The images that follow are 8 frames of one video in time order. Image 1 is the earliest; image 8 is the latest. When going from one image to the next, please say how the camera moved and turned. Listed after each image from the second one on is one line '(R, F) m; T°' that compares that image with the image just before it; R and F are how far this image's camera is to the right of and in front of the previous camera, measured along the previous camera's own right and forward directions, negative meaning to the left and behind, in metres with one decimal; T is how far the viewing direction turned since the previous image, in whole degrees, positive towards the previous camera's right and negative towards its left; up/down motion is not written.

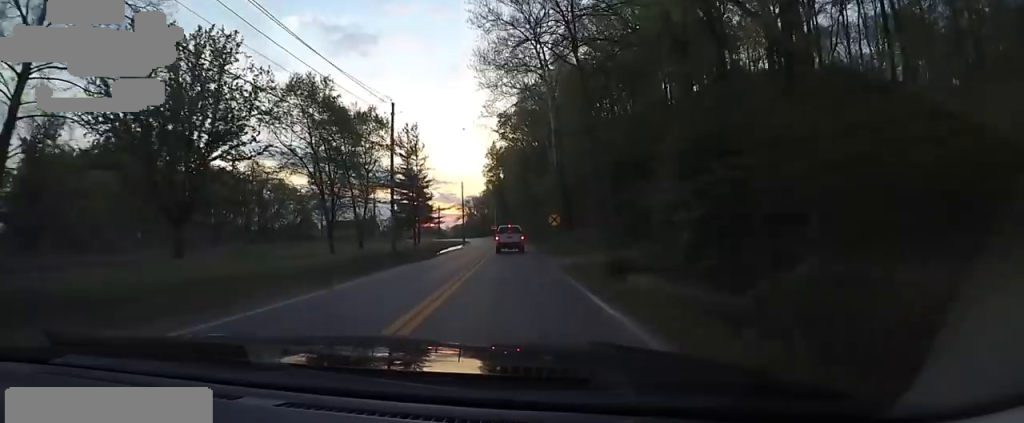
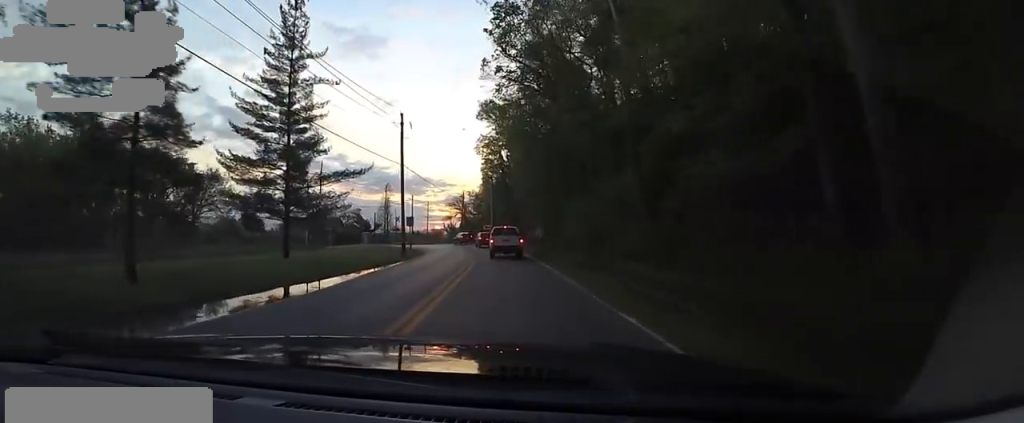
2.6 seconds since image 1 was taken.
(-0.1, +44.3) m; -1°
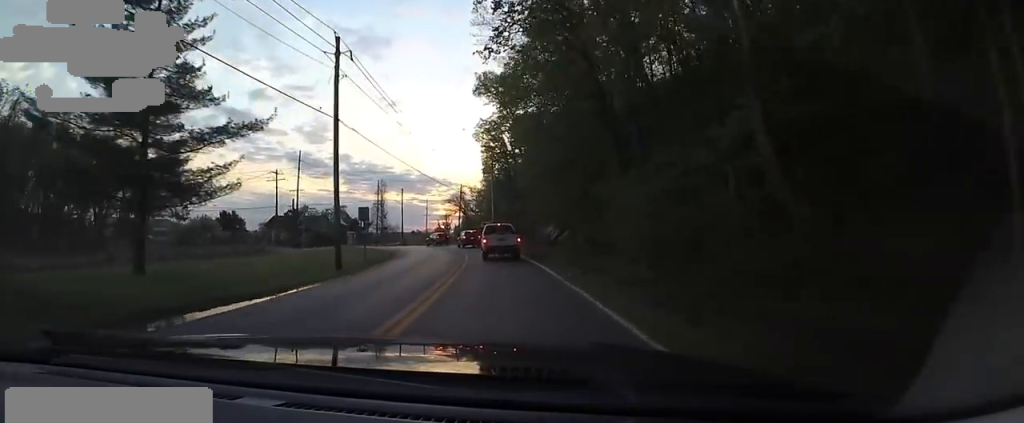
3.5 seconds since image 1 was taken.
(-0.1, +12.8) m; -1°
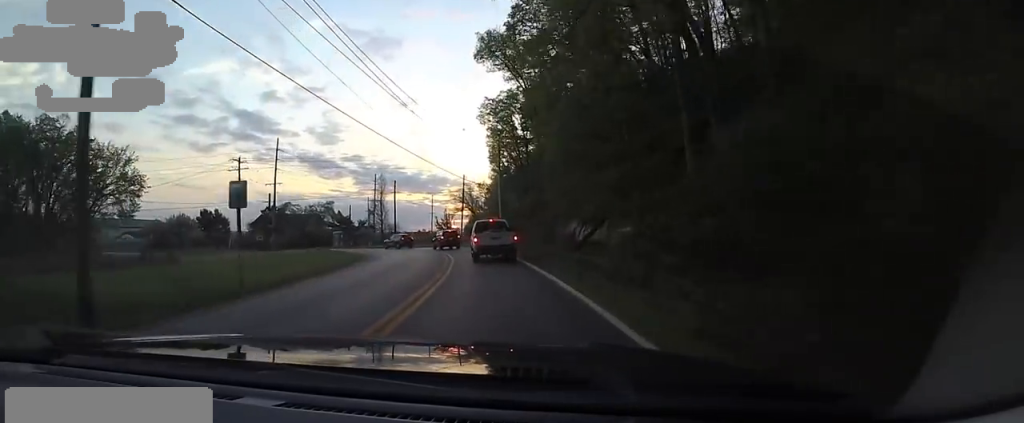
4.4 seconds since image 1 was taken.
(+0.1, +13.2) m; -2°
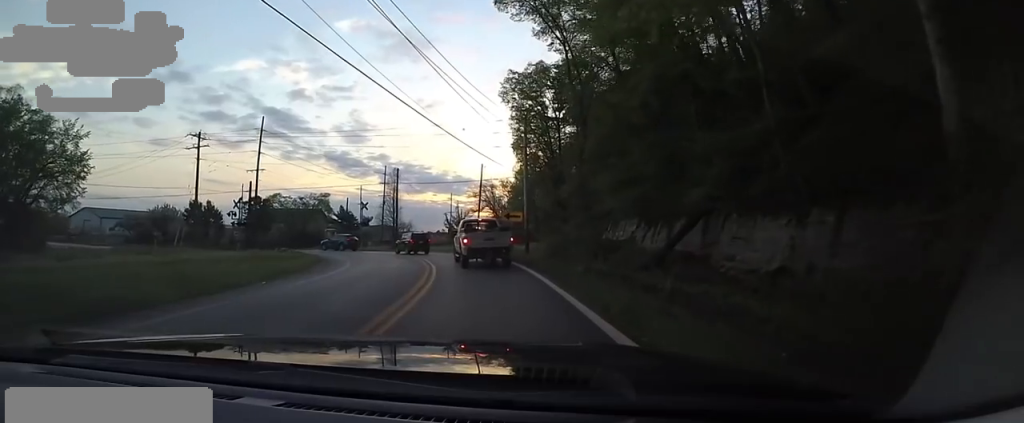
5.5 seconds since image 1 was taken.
(-0.6, +13.7) m; -2°
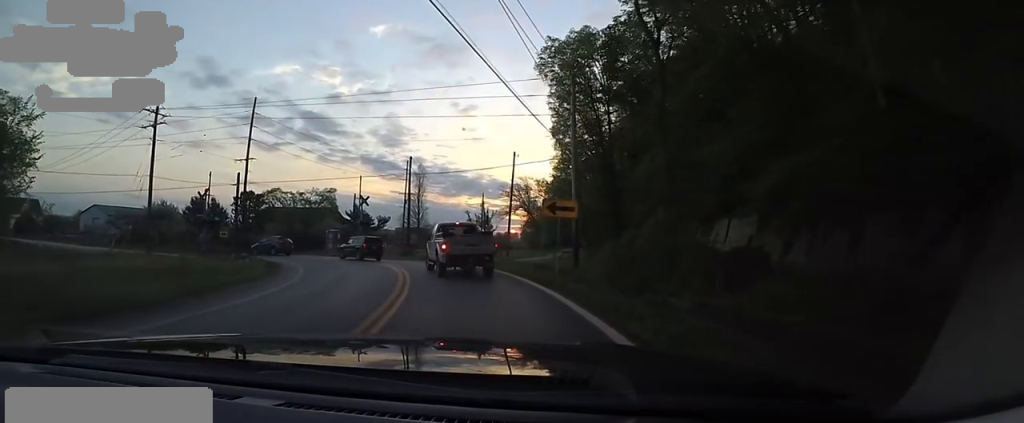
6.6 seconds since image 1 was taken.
(0.0, +12.0) m; -3°
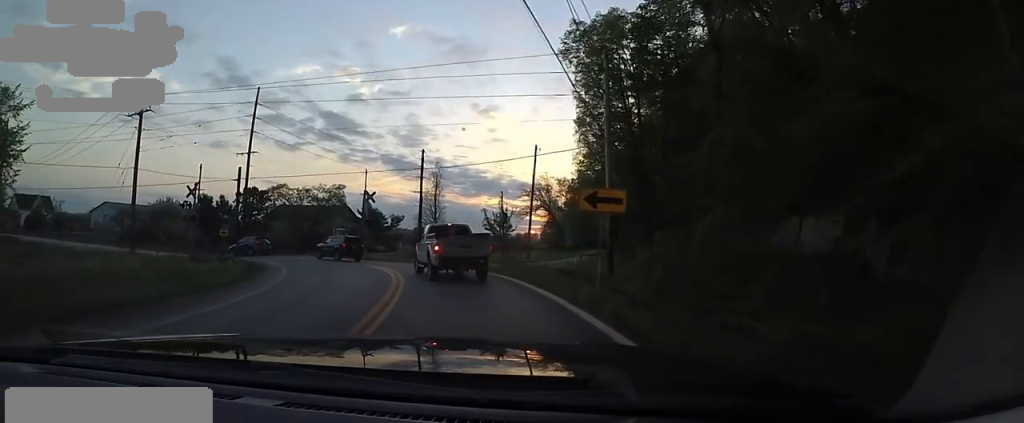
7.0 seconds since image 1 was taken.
(0.0, +4.2) m; -3°
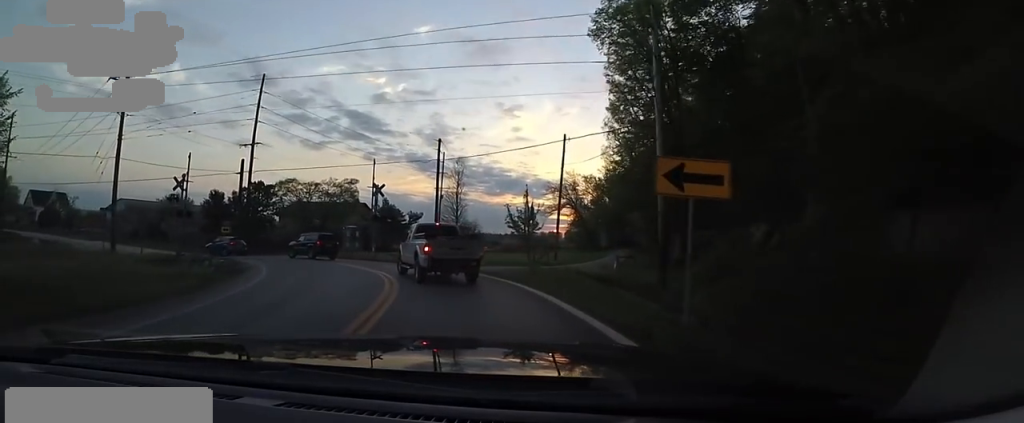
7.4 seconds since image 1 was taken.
(0.0, +4.4) m; -4°
